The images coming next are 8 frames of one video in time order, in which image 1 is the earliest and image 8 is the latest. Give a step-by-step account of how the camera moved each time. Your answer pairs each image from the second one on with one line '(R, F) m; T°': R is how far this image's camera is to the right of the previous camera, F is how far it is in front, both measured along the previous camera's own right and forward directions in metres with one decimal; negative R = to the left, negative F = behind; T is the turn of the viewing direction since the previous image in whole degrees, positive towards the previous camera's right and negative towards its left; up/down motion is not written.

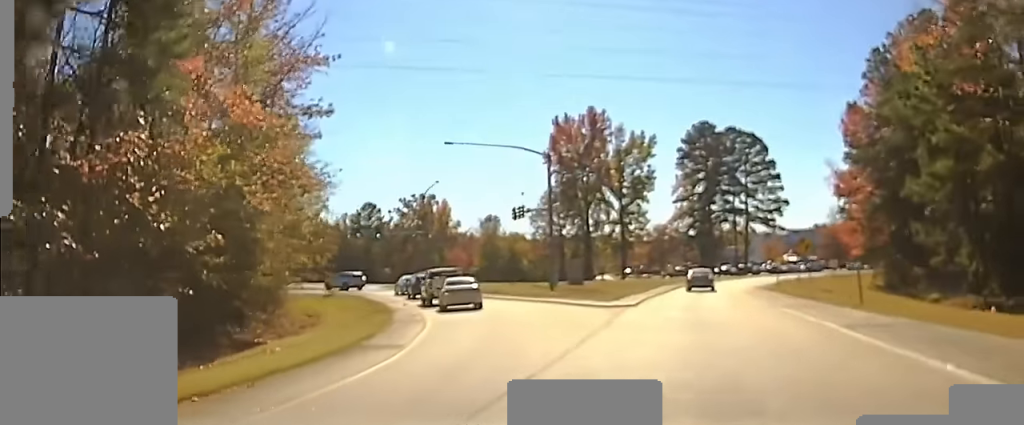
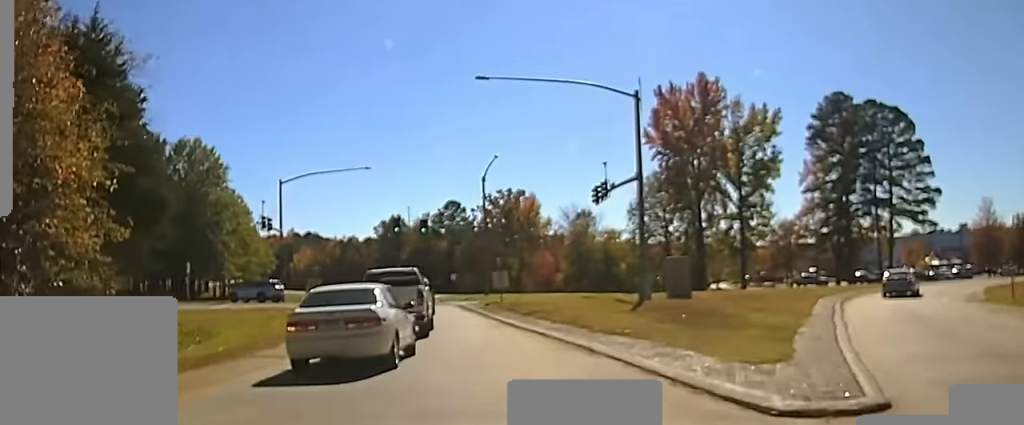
(-2.4, +29.5) m; -14°
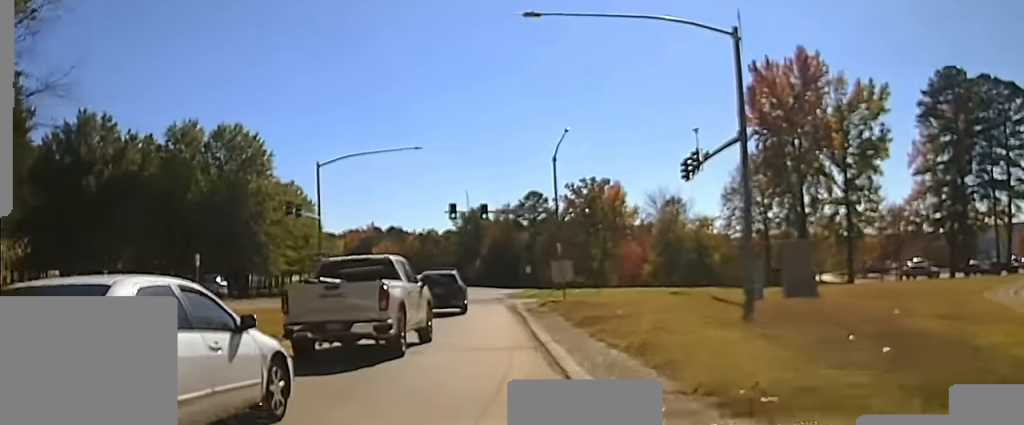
(-1.4, +12.3) m; -12°
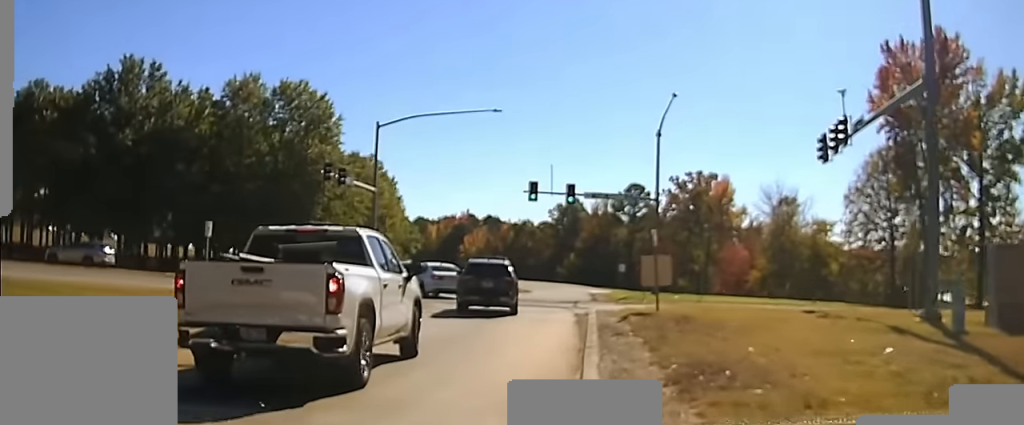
(-1.4, +12.5) m; -6°
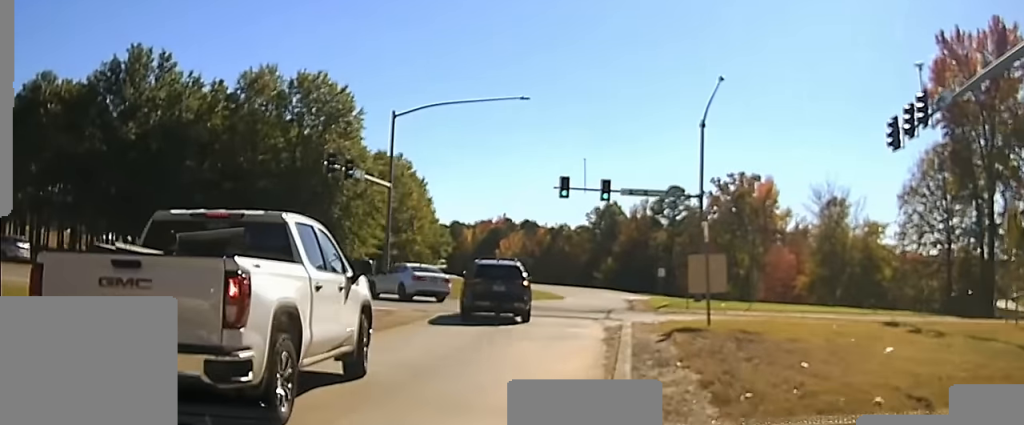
(0.0, +5.1) m; 0°
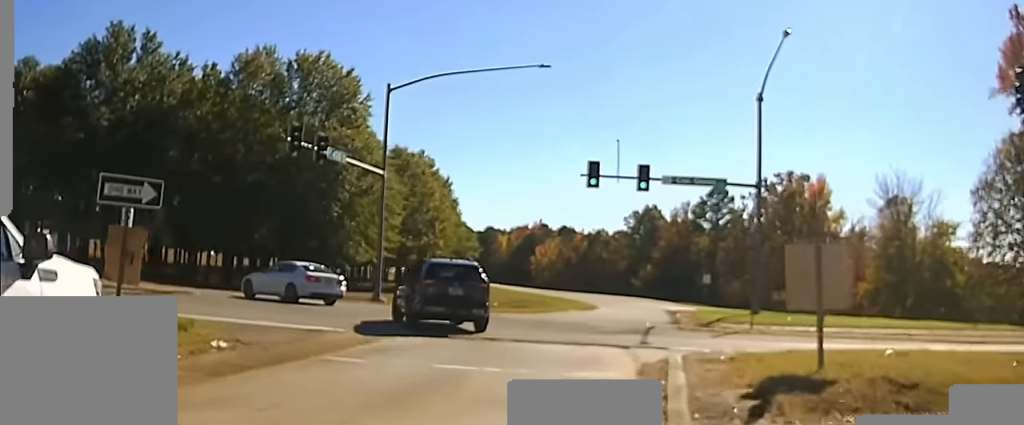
(0.0, +8.2) m; 0°
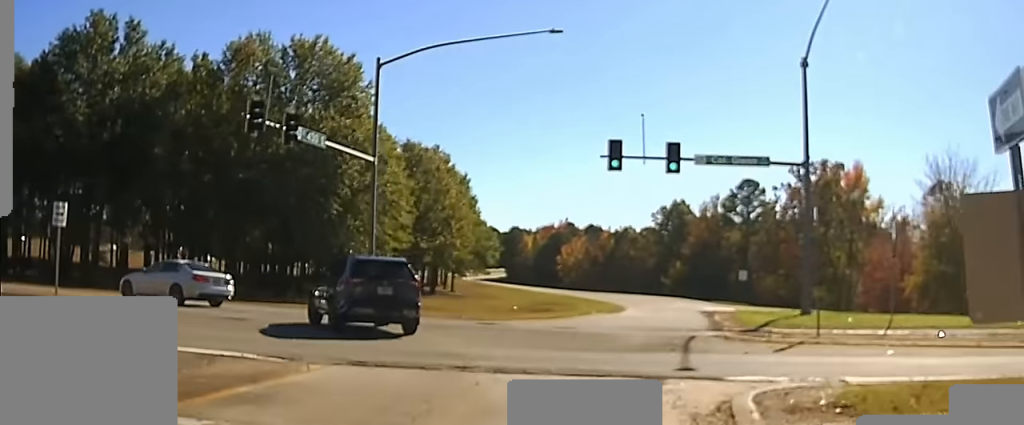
(0.0, +5.1) m; -1°
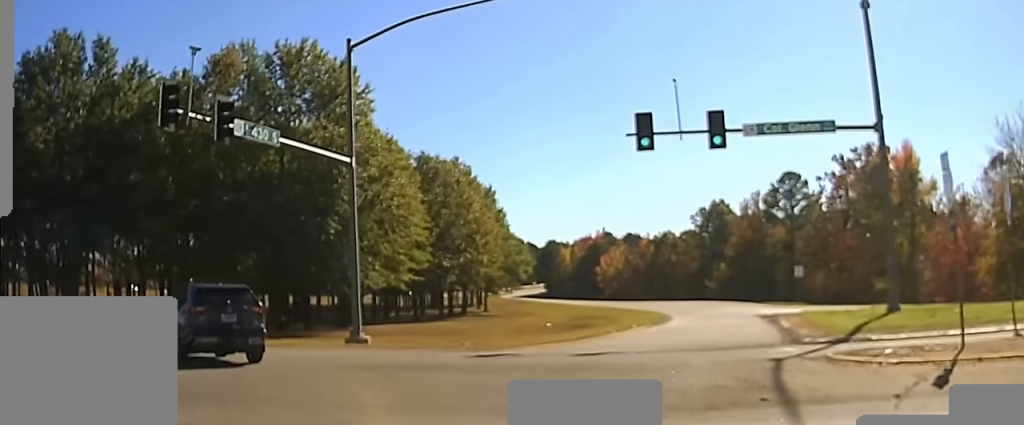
(+0.1, +7.1) m; -6°
